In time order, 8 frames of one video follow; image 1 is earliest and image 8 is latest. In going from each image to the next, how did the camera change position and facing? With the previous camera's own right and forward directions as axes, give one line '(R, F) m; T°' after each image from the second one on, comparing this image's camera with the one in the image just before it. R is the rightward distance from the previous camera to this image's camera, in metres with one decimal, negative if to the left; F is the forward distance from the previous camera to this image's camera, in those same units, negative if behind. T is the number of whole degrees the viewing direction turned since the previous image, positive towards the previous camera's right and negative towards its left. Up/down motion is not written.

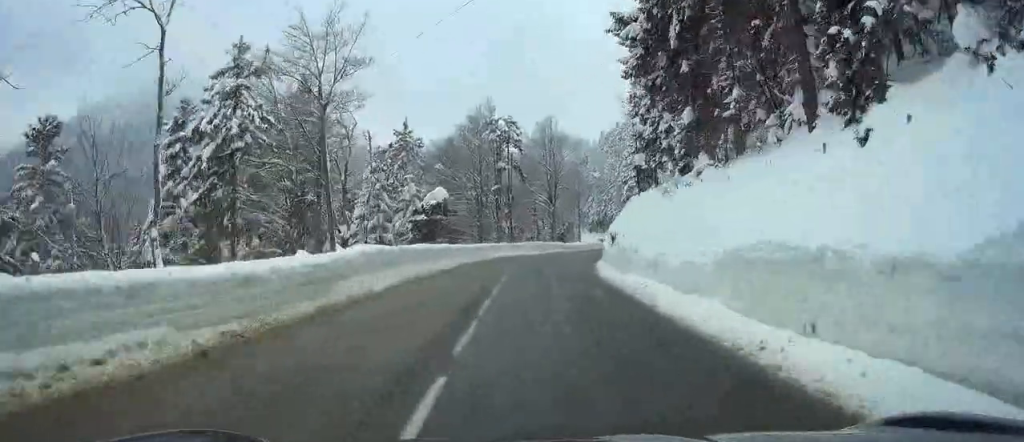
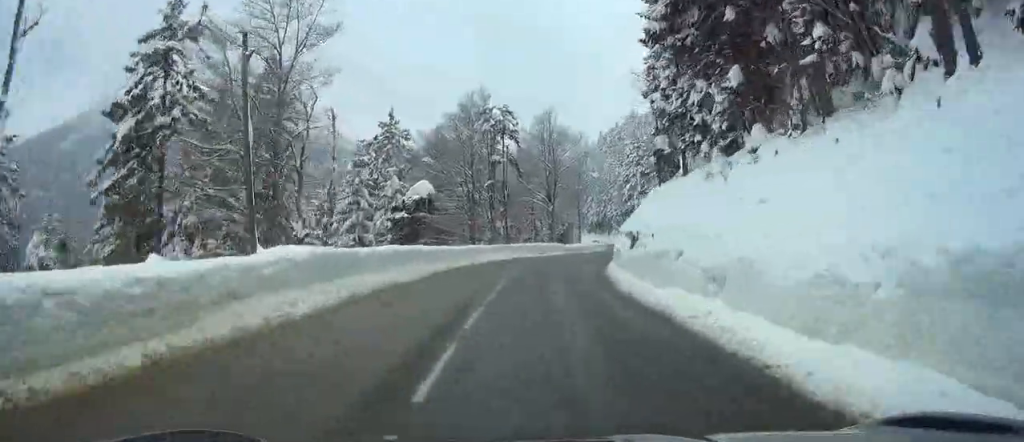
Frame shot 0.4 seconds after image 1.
(0.0, +6.1) m; 0°
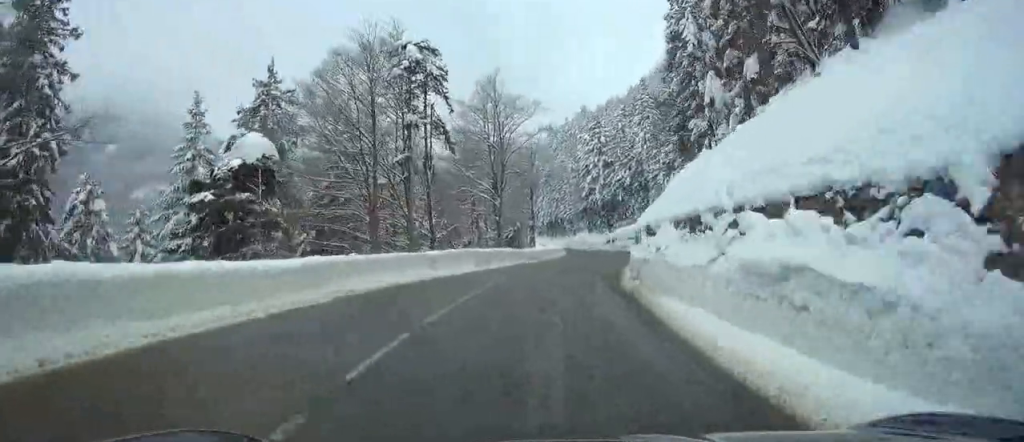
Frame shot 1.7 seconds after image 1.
(0.0, +19.8) m; +1°
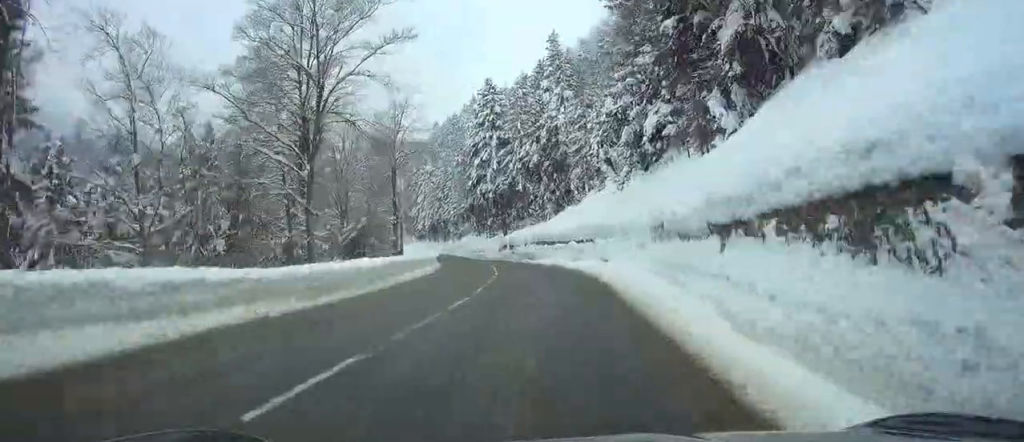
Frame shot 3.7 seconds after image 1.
(+1.2, +28.1) m; +6°
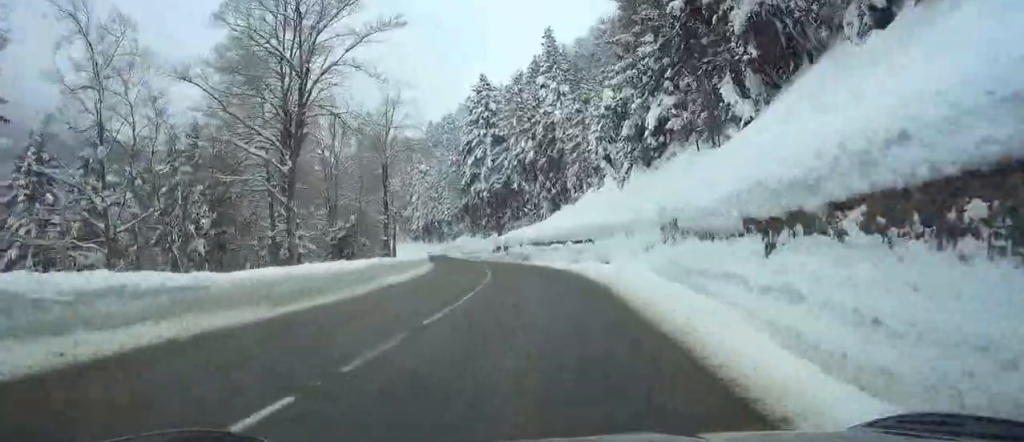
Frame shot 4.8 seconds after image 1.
(+0.4, +14.6) m; +2°
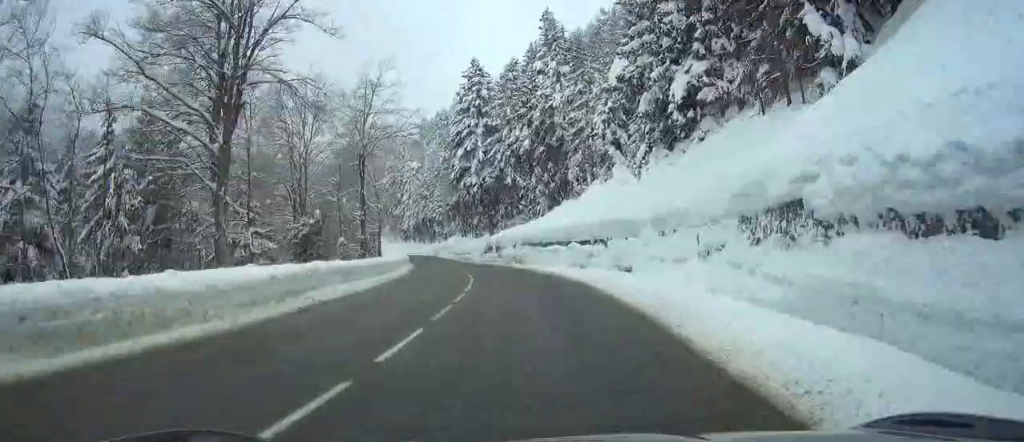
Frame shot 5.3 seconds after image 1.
(0.0, +6.5) m; 0°
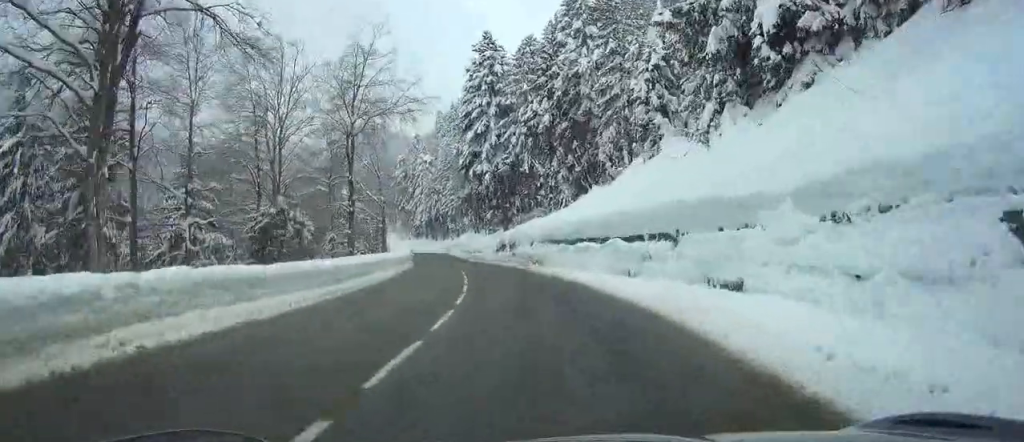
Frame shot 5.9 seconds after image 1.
(-0.1, +9.2) m; 0°
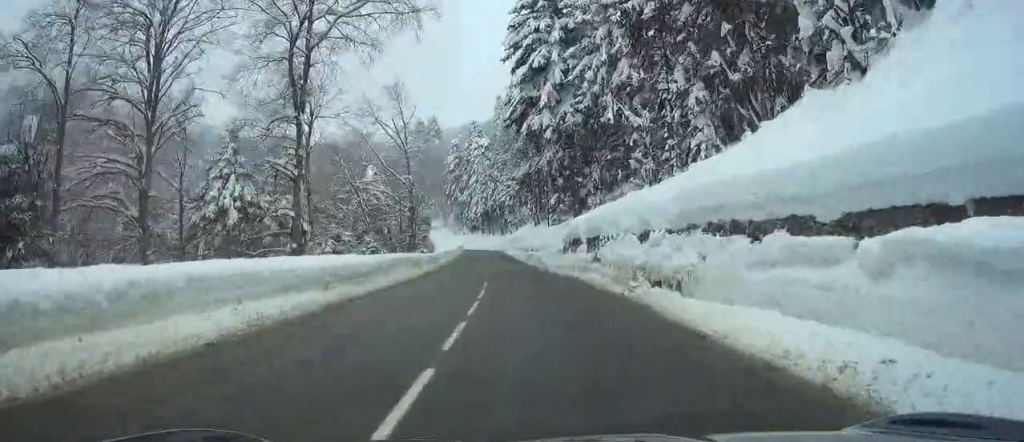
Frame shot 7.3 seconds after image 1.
(-0.1, +20.7) m; -1°
